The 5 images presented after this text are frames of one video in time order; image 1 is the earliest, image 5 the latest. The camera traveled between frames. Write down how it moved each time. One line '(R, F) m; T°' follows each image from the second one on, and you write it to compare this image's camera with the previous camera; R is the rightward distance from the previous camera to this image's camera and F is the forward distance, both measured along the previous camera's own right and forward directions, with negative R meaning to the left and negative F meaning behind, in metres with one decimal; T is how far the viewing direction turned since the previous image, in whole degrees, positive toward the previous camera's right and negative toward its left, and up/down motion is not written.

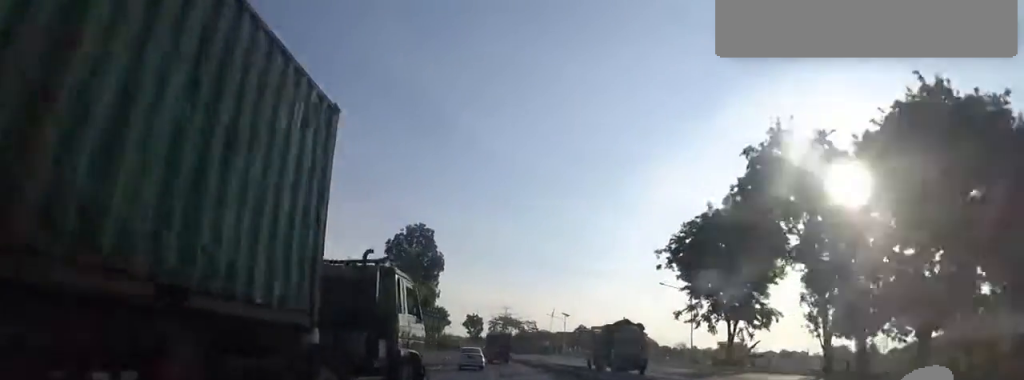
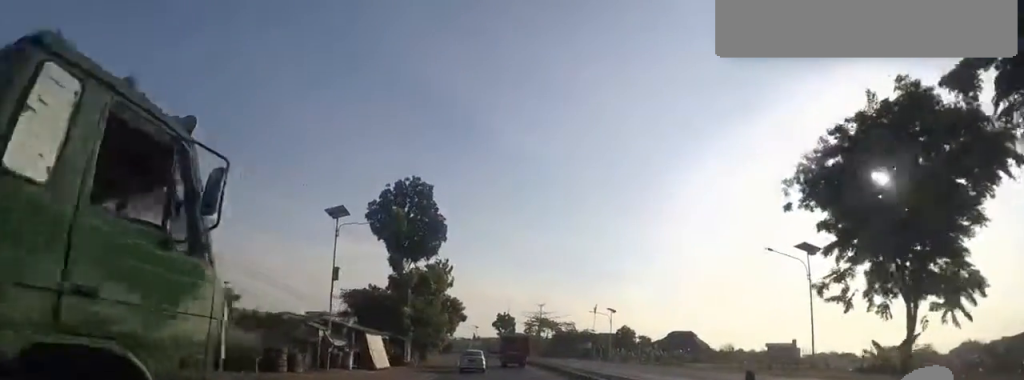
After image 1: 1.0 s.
(0.0, +14.1) m; -3°
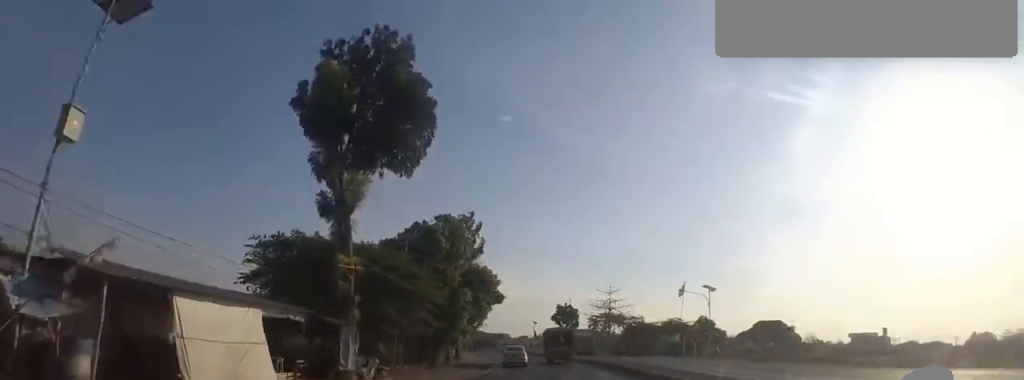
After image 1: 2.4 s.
(-1.8, +17.3) m; -9°
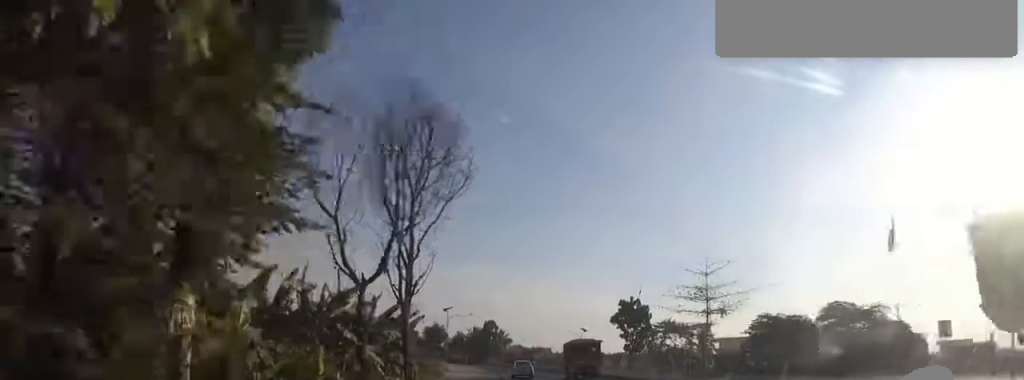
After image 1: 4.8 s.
(-1.1, +30.8) m; -3°
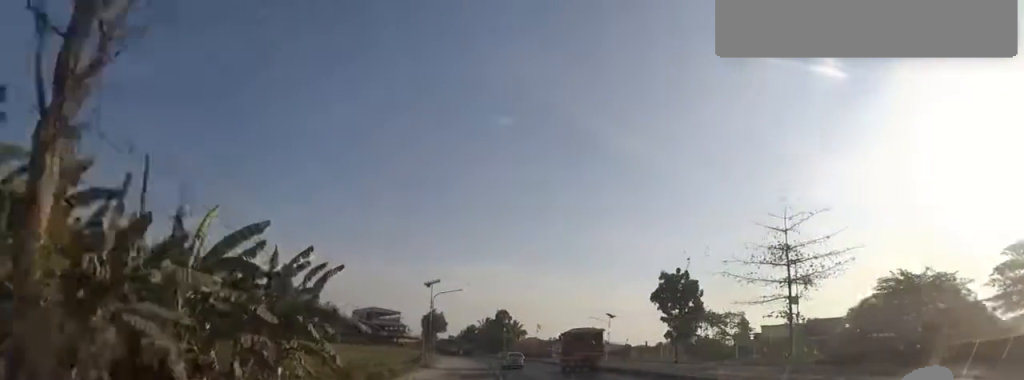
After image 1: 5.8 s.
(+0.5, +15.9) m; -5°
